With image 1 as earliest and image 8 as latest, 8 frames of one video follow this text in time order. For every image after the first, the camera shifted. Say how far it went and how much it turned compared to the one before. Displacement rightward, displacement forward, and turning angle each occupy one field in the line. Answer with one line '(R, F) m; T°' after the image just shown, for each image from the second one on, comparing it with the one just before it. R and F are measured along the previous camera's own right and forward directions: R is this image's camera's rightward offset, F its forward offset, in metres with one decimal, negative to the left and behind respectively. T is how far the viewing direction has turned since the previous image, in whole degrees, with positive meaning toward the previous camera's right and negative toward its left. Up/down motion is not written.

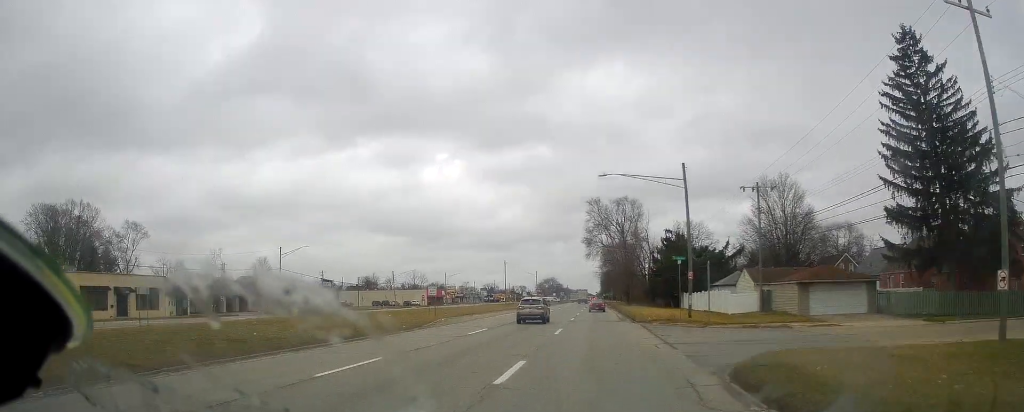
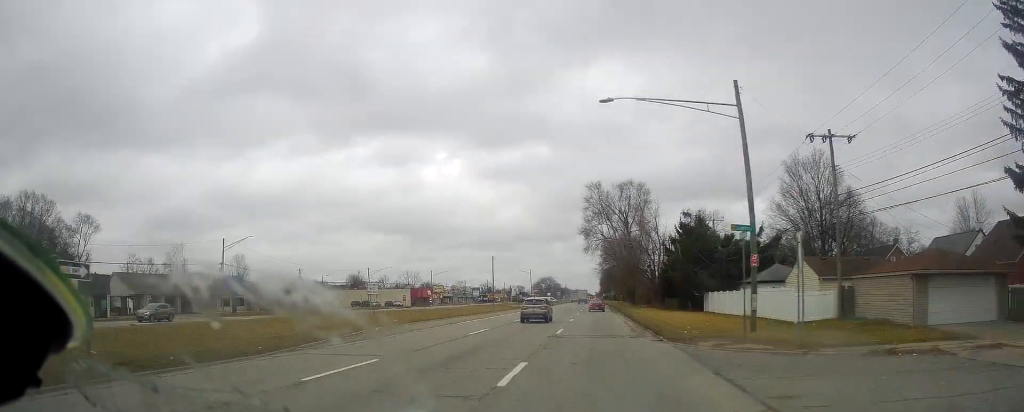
(+0.1, +16.0) m; +1°
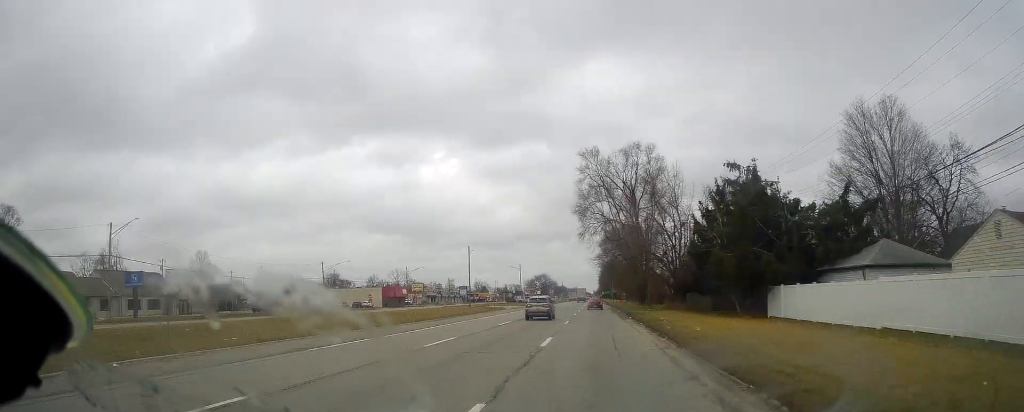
(+0.5, +22.3) m; 0°
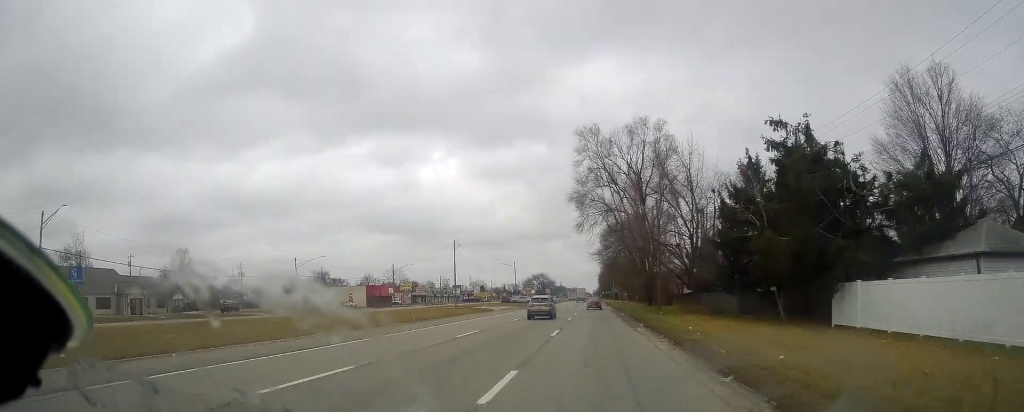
(-0.1, +10.4) m; -1°
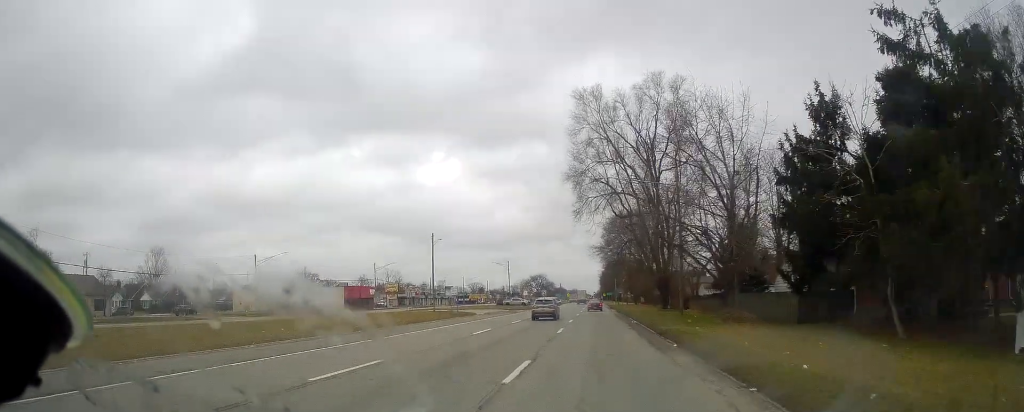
(0.0, +13.2) m; 0°
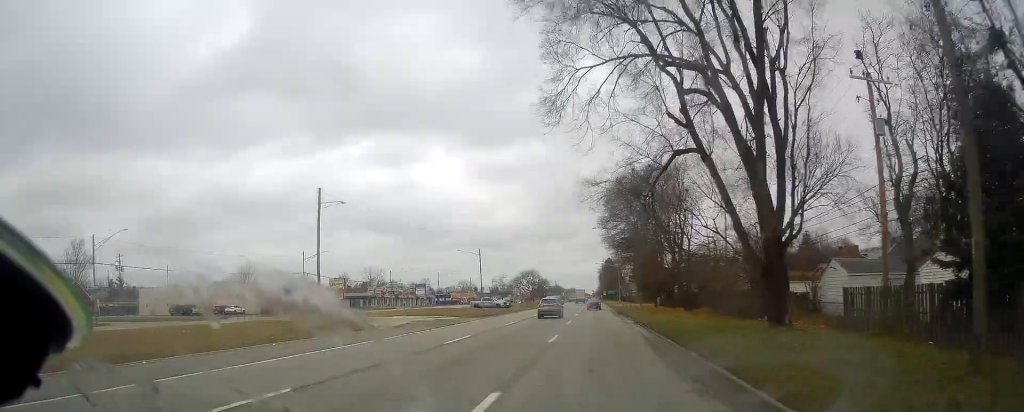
(0.0, +34.1) m; 0°
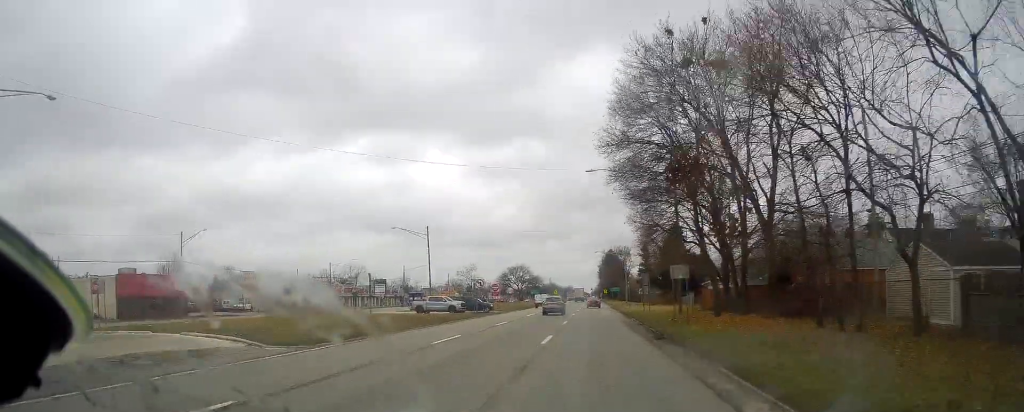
(+0.5, +34.0) m; +2°
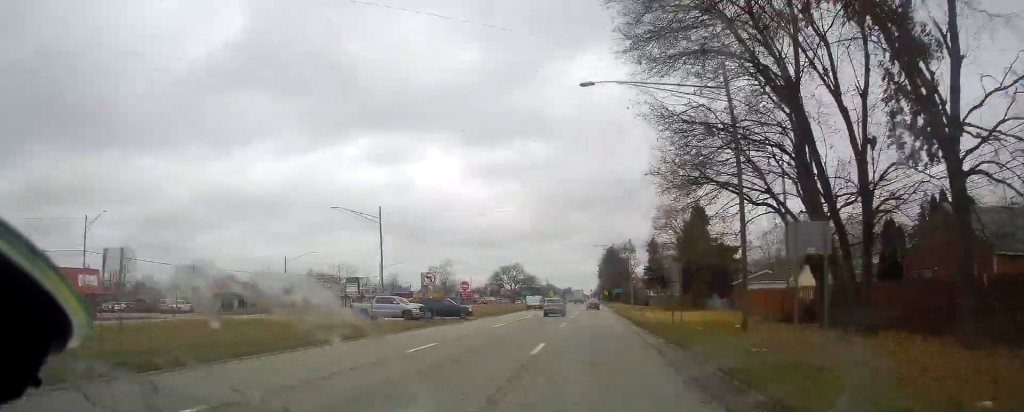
(+0.1, +17.3) m; 0°
